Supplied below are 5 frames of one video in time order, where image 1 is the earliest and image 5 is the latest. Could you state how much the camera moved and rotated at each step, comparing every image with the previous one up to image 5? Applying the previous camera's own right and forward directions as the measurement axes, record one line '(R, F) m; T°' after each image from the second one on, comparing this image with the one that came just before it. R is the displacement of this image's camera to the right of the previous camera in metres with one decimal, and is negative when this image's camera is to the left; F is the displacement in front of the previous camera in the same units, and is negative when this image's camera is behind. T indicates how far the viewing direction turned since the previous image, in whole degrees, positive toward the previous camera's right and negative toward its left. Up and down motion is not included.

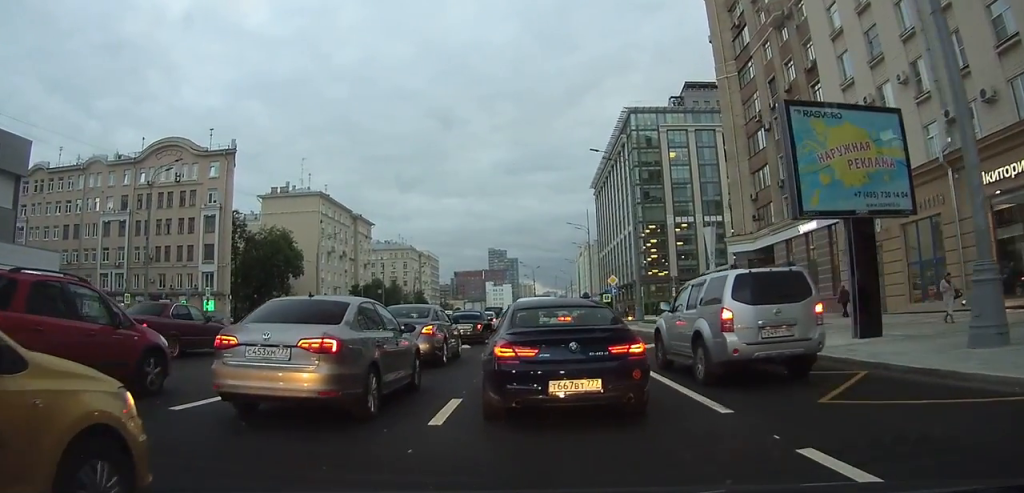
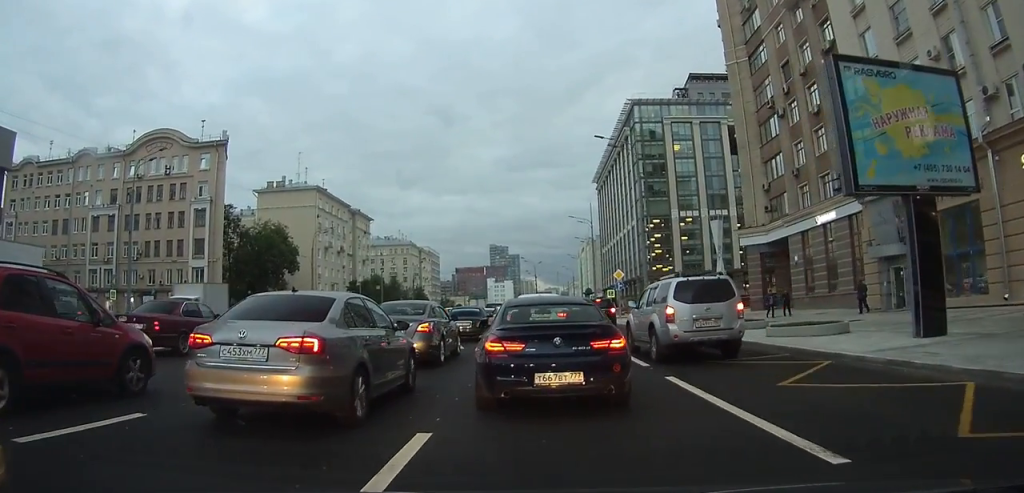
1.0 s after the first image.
(+0.1, +2.8) m; +5°
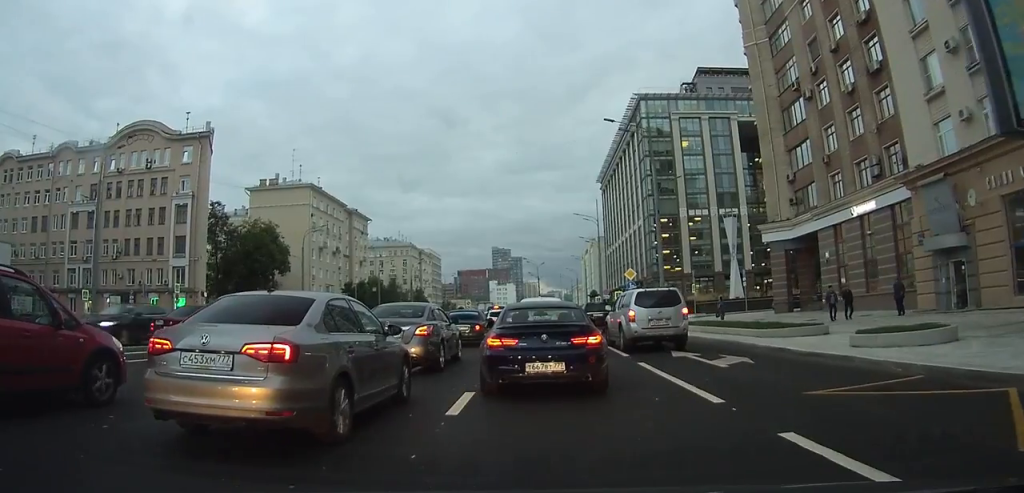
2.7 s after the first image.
(+0.3, +5.0) m; +5°
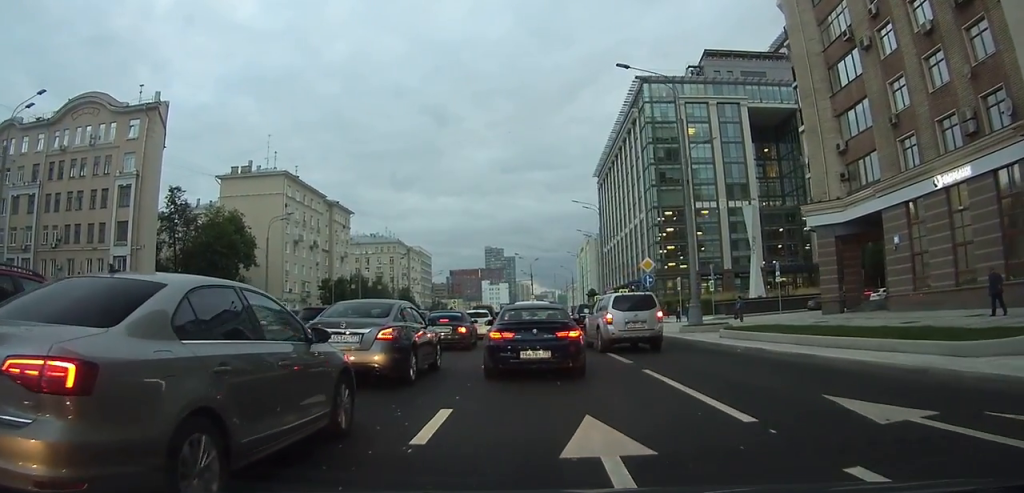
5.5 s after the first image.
(+0.2, +9.6) m; 0°
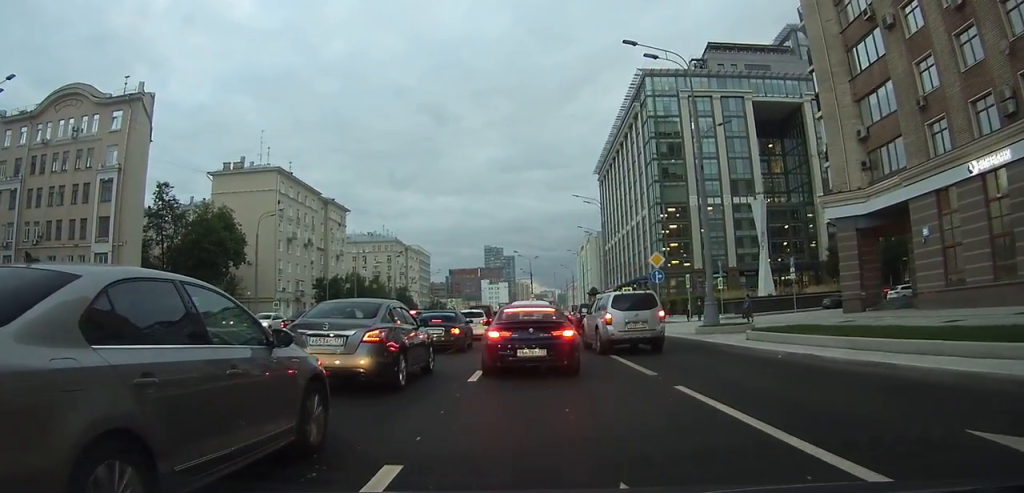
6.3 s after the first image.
(0.0, +2.9) m; +2°
